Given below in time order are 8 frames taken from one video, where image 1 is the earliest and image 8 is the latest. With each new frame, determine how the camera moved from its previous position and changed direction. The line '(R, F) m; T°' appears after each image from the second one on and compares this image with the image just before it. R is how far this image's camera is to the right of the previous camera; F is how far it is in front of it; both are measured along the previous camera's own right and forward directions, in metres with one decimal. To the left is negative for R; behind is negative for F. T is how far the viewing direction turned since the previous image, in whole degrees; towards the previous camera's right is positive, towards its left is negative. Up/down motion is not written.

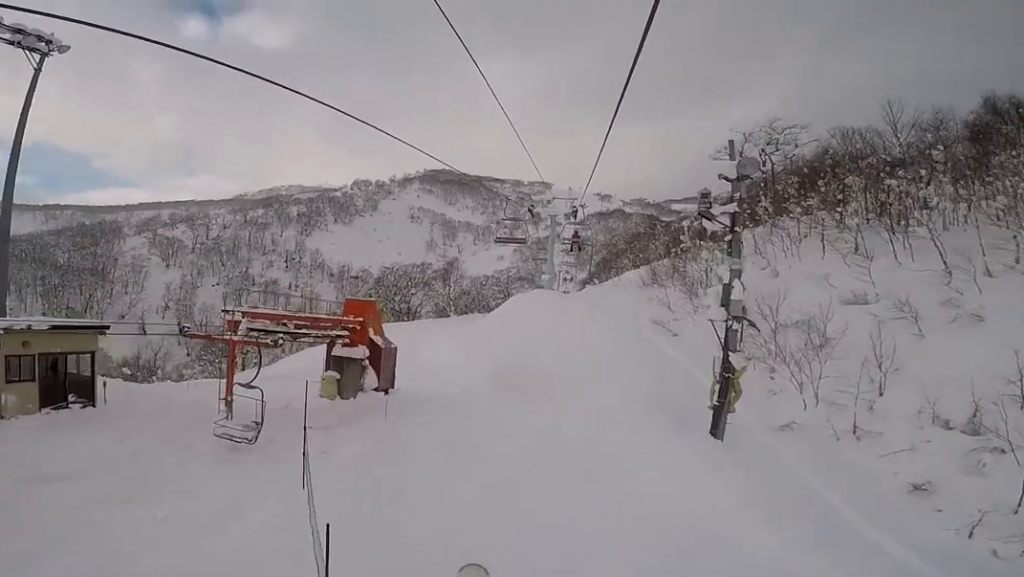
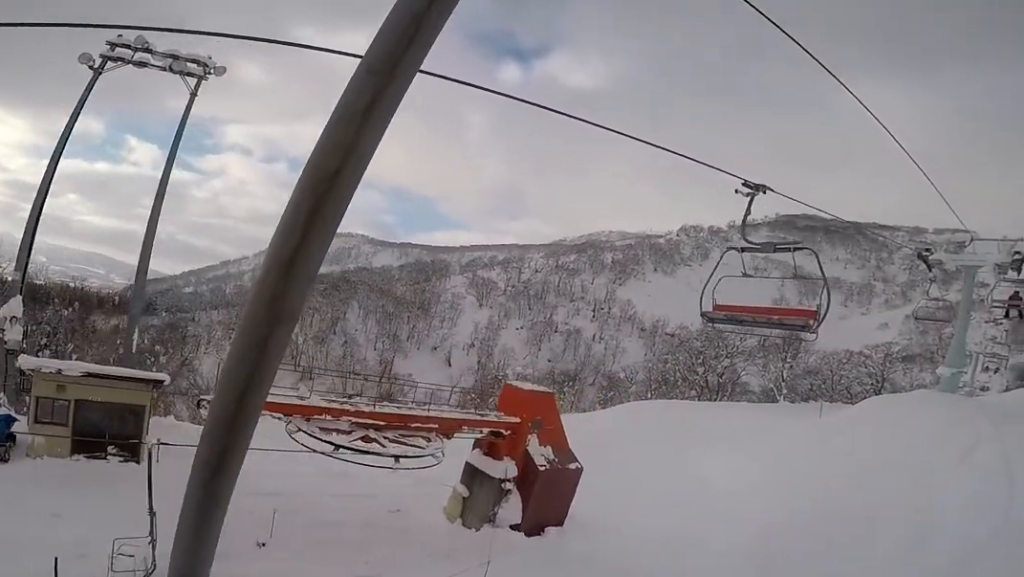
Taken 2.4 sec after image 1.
(+2.3, +9.5) m; +4°
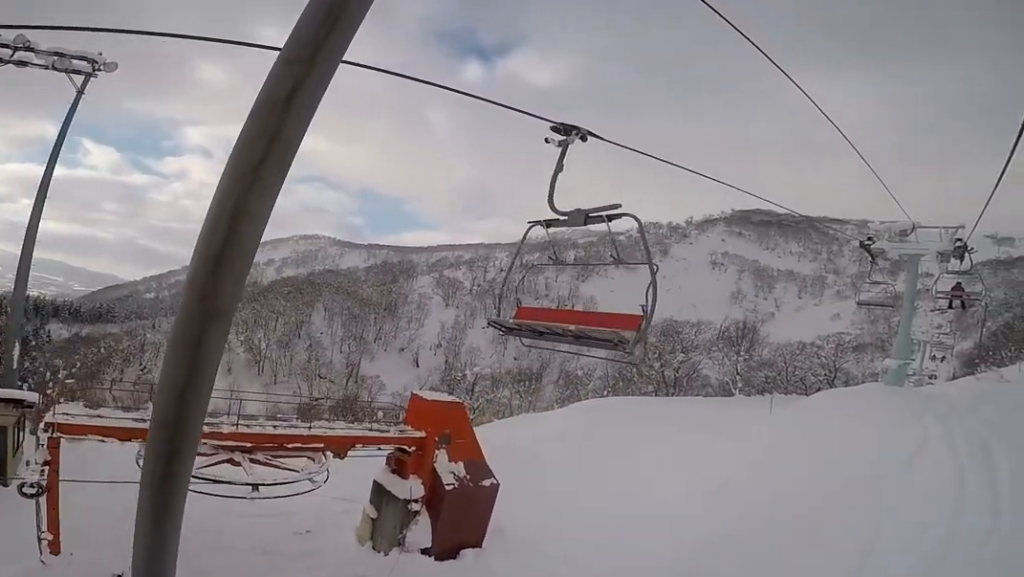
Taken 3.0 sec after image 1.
(-0.4, +2.3) m; 0°
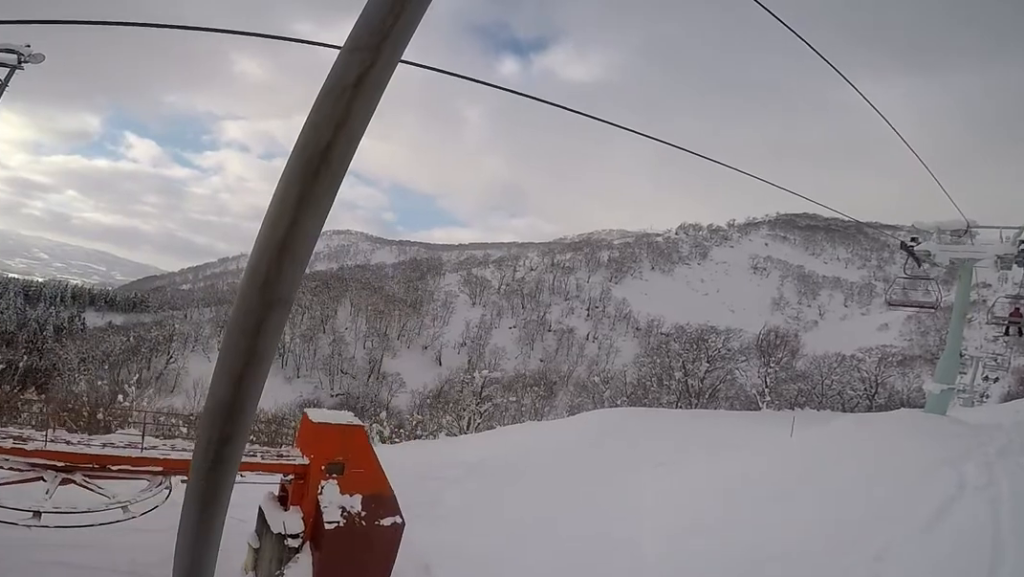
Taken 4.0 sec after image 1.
(+0.1, +4.1) m; -4°
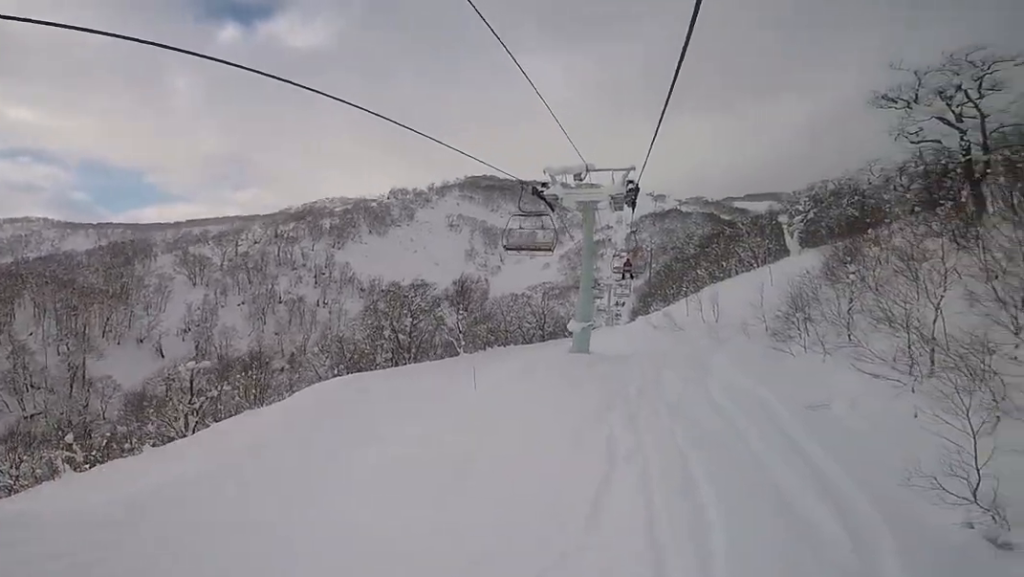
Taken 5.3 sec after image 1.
(-1.0, +5.6) m; +2°
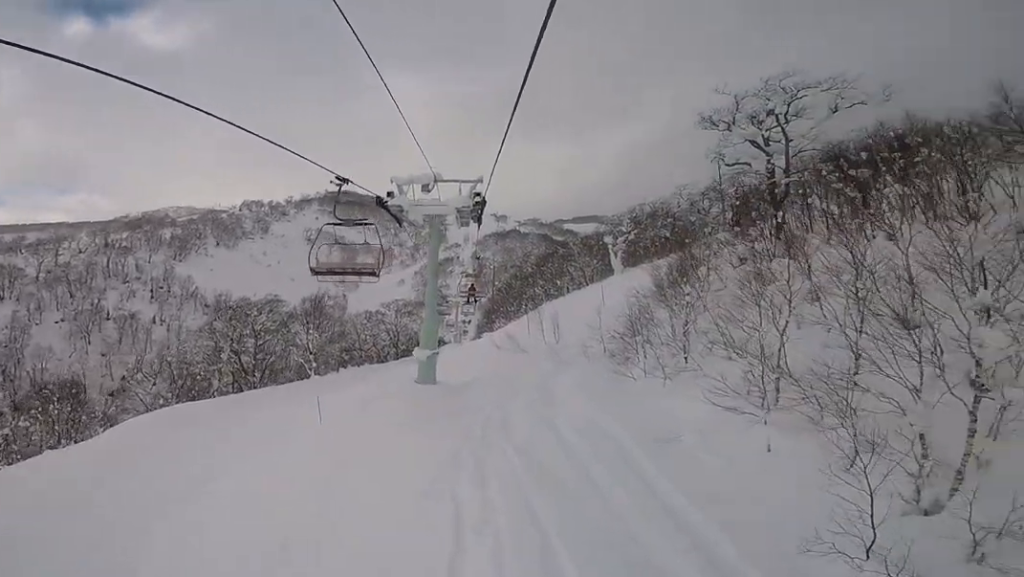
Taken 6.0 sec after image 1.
(+1.0, +2.8) m; +1°
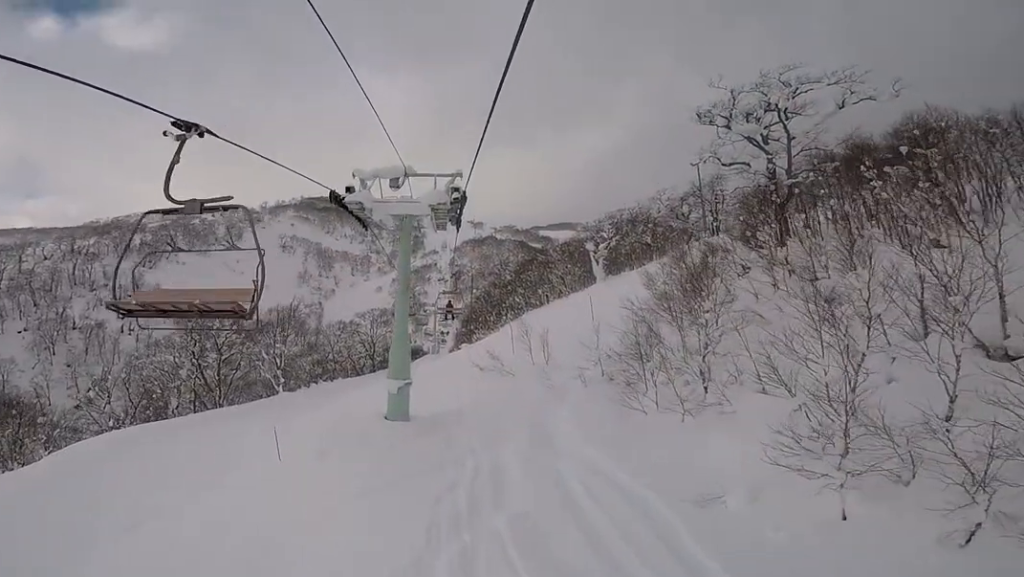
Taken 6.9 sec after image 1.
(-0.3, +3.3) m; -3°
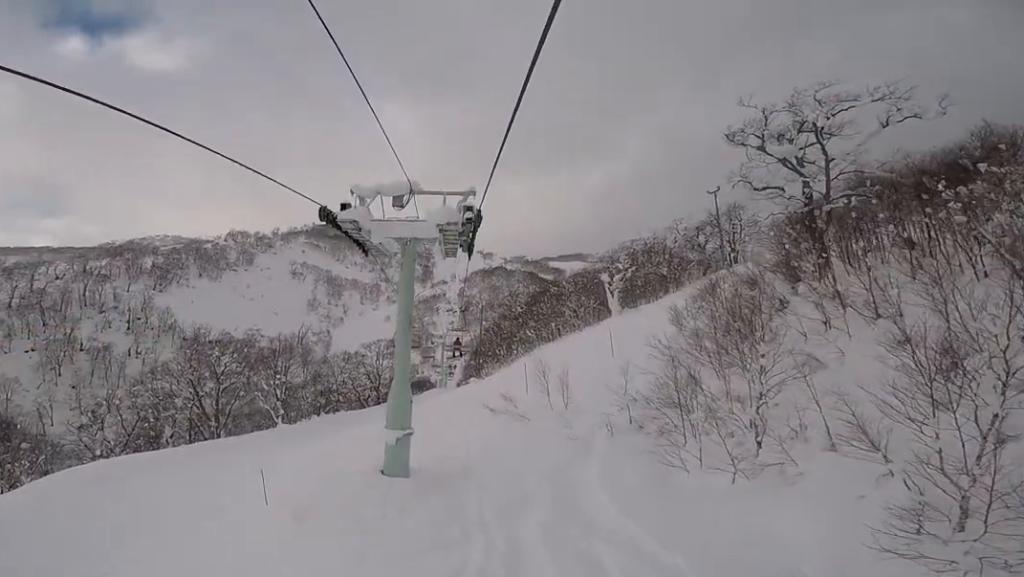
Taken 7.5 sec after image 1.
(-0.7, +2.3) m; -3°
